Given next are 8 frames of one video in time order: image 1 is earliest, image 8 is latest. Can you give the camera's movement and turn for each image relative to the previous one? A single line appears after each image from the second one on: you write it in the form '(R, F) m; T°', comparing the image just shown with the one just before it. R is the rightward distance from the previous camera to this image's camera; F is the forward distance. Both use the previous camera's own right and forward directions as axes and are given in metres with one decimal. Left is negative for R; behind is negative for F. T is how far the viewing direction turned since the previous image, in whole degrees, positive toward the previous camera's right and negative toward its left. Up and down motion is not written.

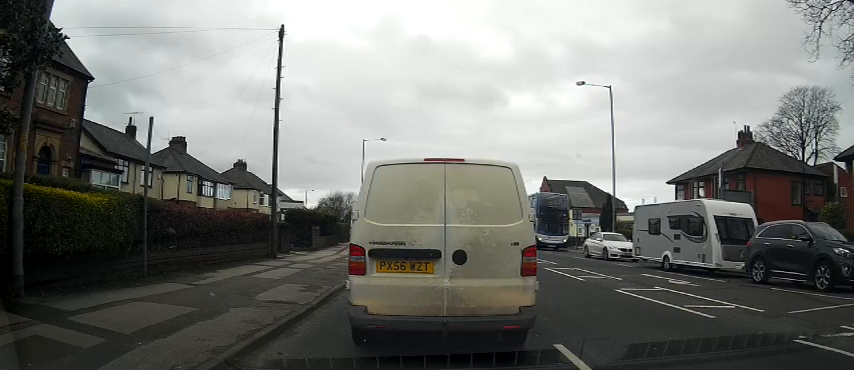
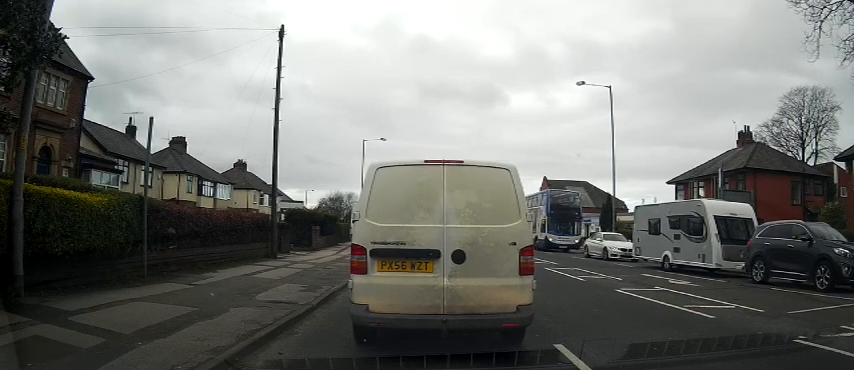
(0.0, 0.0) m; 0°
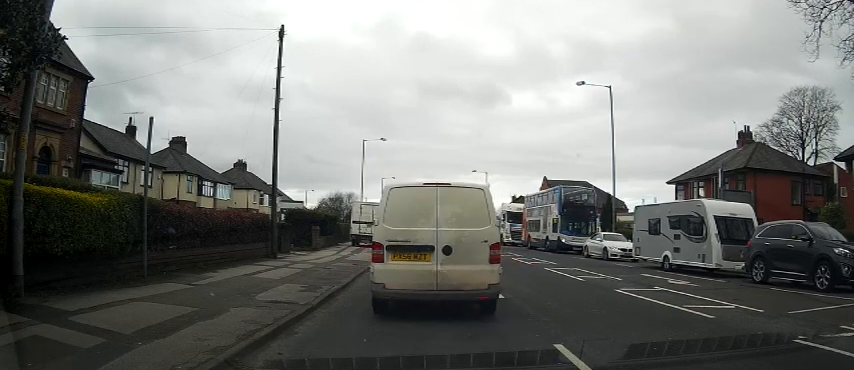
(0.0, 0.0) m; 0°
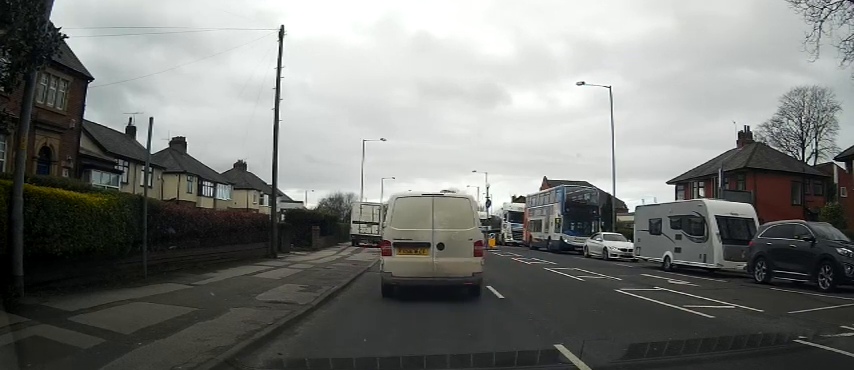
(0.0, 0.0) m; 0°
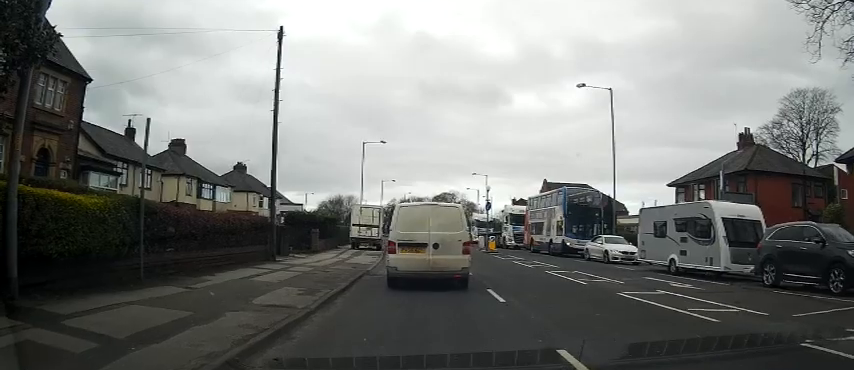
(0.0, 0.0) m; 0°
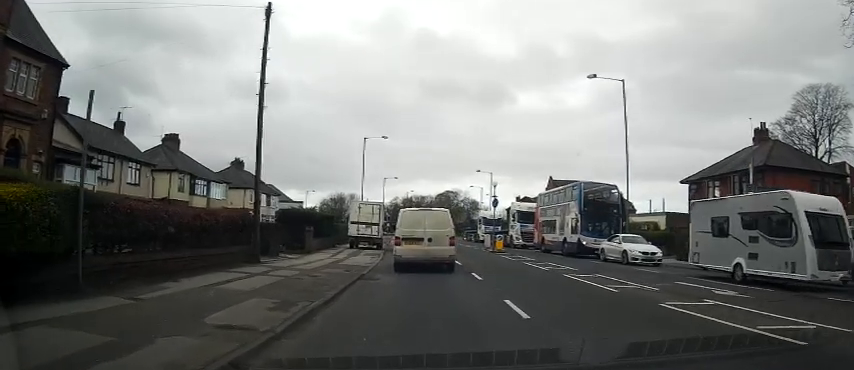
(+0.1, +1.6) m; +1°
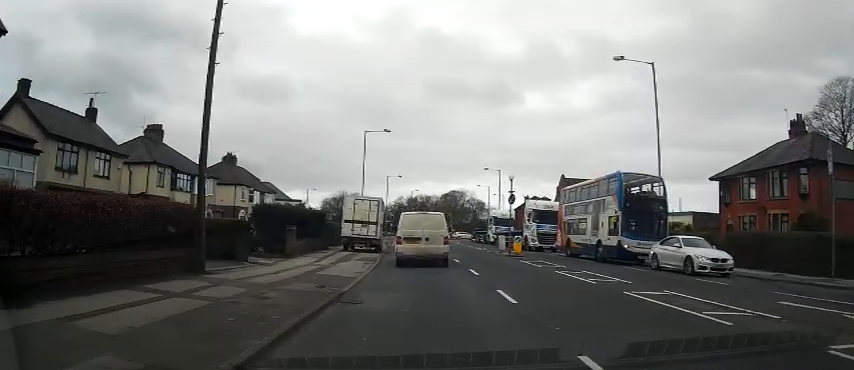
(-0.2, +4.2) m; -3°
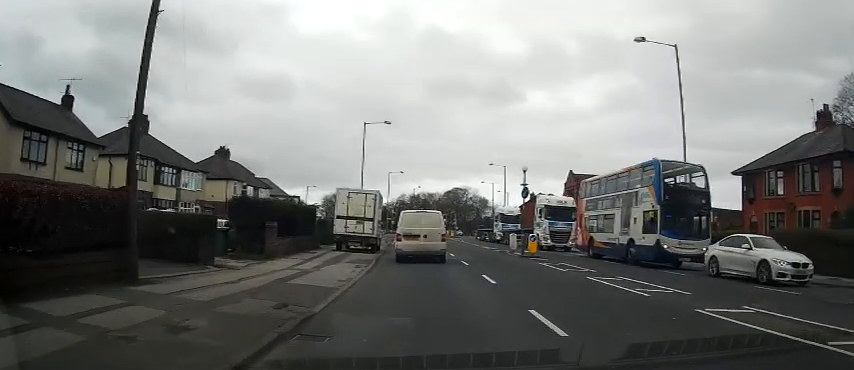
(0.0, +3.0) m; 0°
